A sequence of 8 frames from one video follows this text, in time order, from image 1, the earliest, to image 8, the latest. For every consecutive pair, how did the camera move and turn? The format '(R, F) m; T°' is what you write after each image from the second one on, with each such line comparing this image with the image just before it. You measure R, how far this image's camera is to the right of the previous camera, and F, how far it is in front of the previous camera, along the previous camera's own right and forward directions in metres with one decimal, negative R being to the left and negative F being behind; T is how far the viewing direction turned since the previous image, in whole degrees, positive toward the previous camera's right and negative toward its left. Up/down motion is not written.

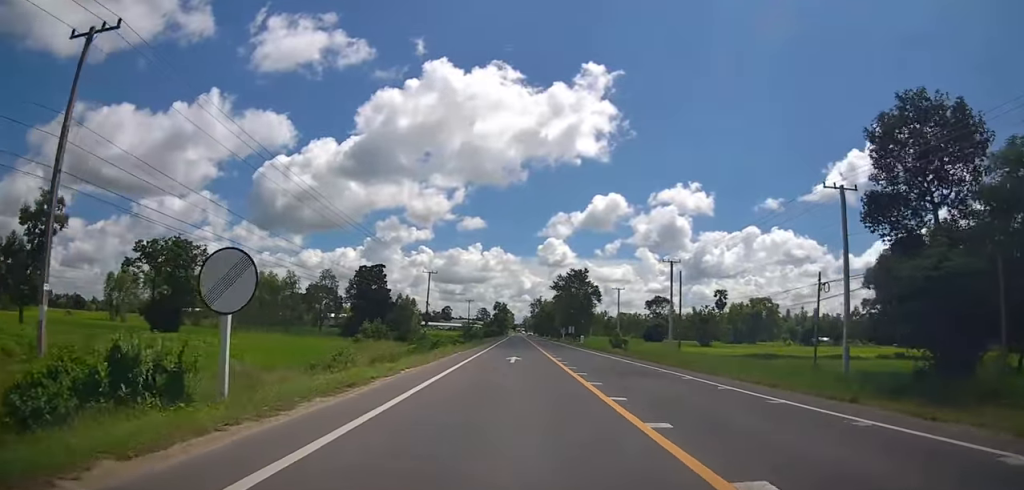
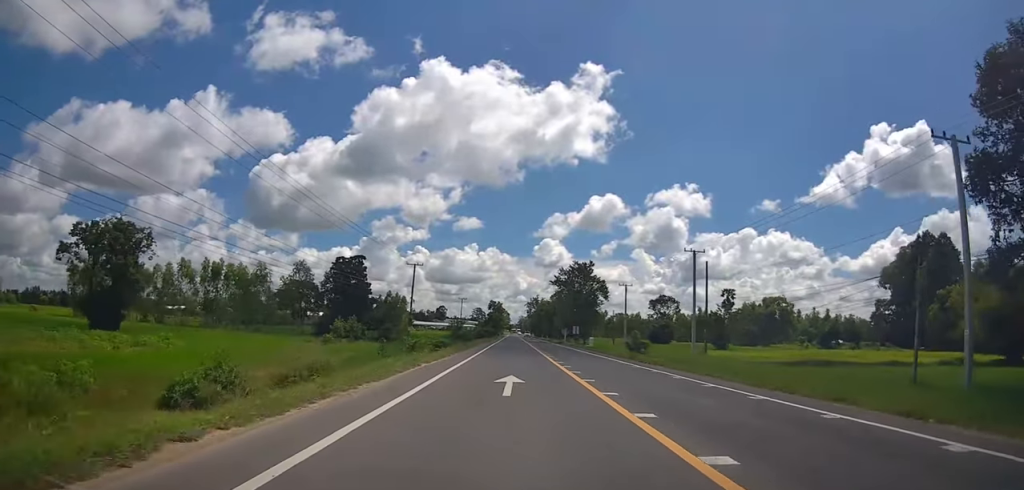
(-0.2, +11.1) m; 0°
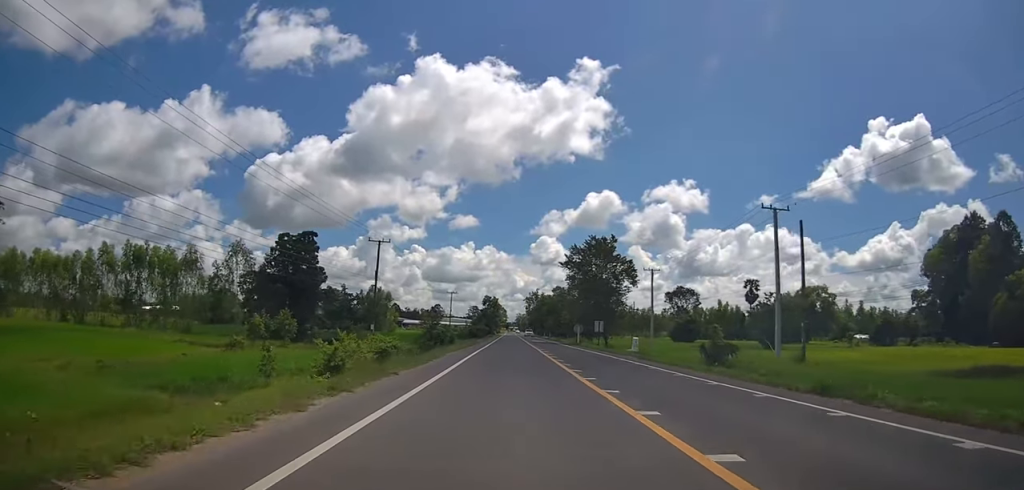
(-0.1, +21.7) m; 0°
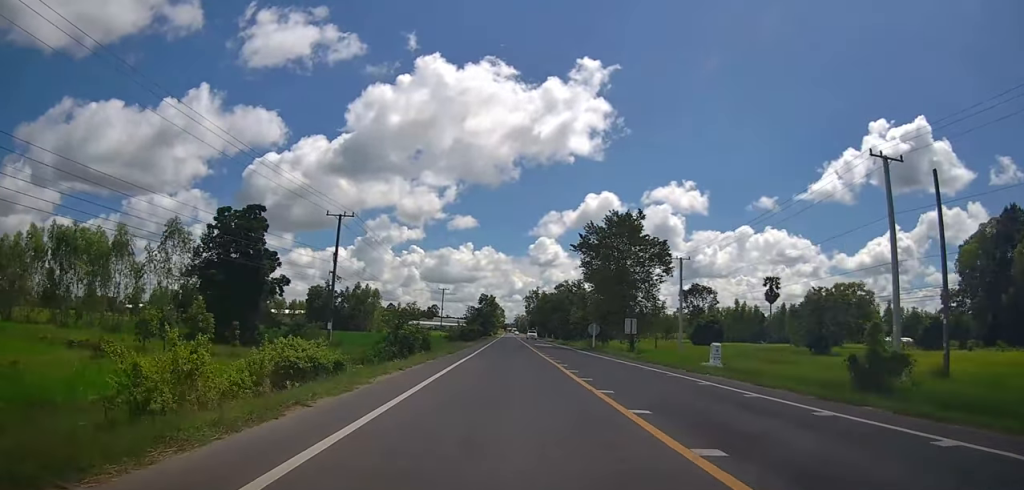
(+0.2, +14.7) m; 0°
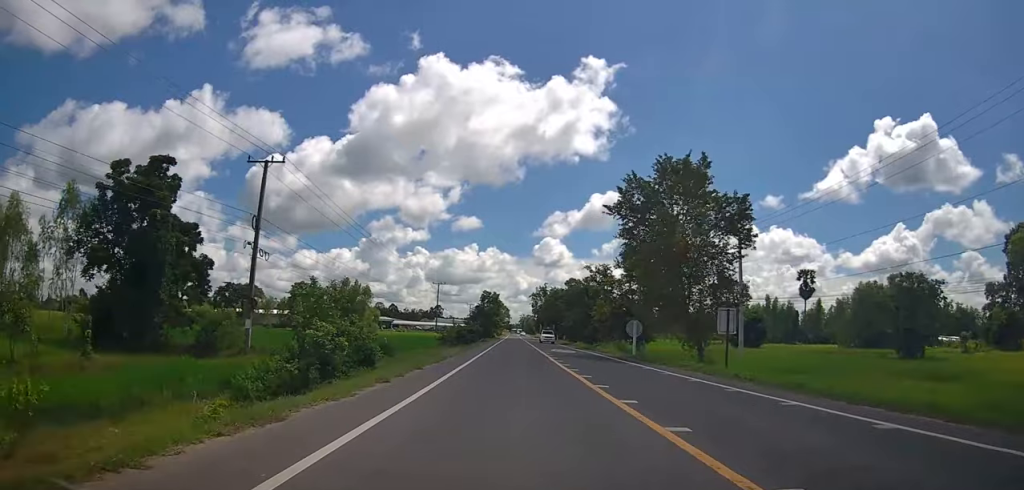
(-0.5, +16.8) m; 0°
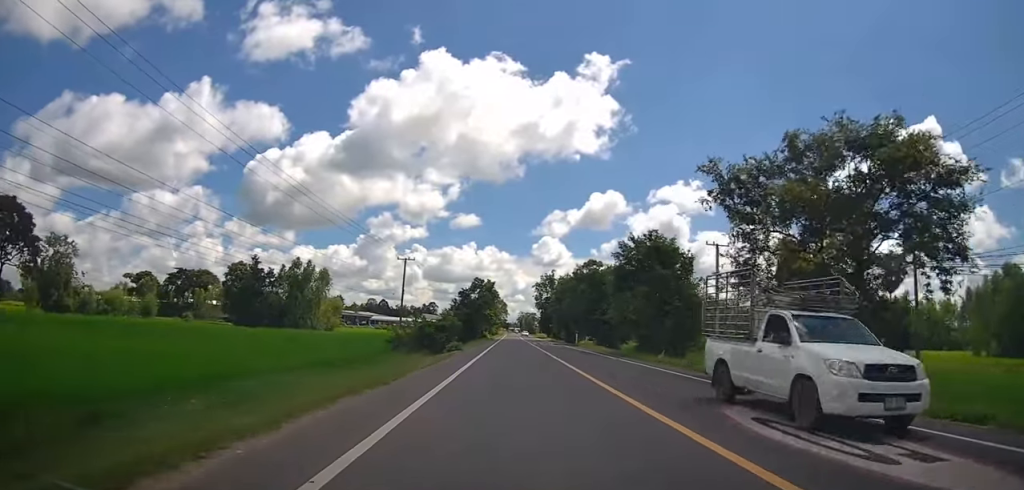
(+0.2, +35.1) m; 0°
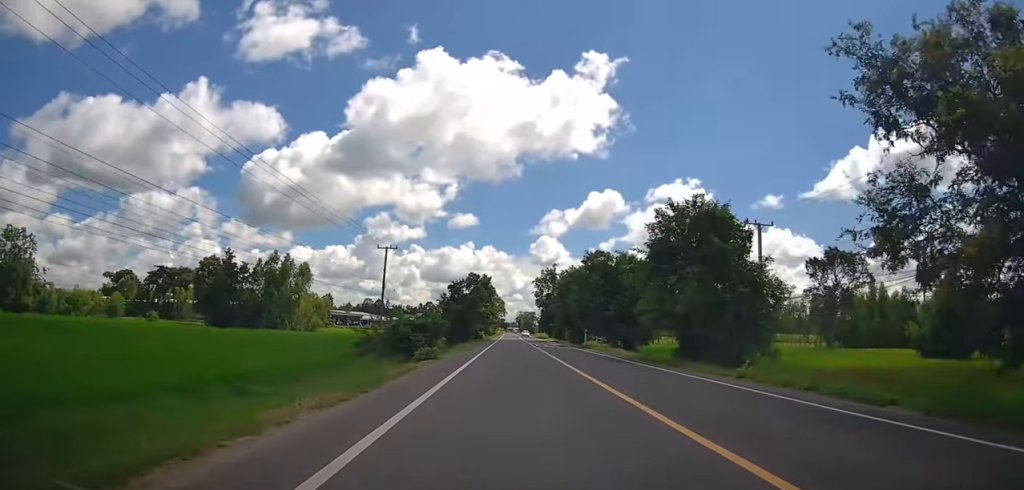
(+0.3, +10.8) m; 0°
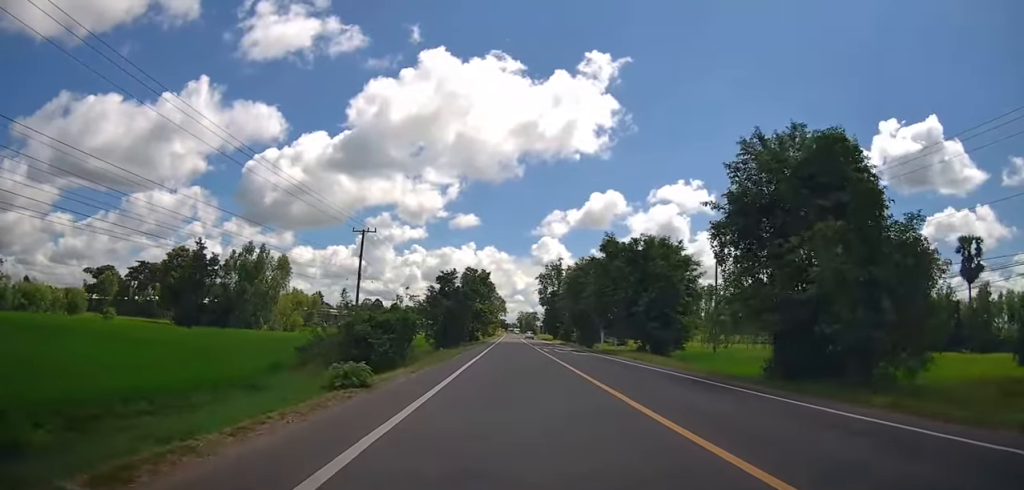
(+0.3, +11.5) m; 0°
